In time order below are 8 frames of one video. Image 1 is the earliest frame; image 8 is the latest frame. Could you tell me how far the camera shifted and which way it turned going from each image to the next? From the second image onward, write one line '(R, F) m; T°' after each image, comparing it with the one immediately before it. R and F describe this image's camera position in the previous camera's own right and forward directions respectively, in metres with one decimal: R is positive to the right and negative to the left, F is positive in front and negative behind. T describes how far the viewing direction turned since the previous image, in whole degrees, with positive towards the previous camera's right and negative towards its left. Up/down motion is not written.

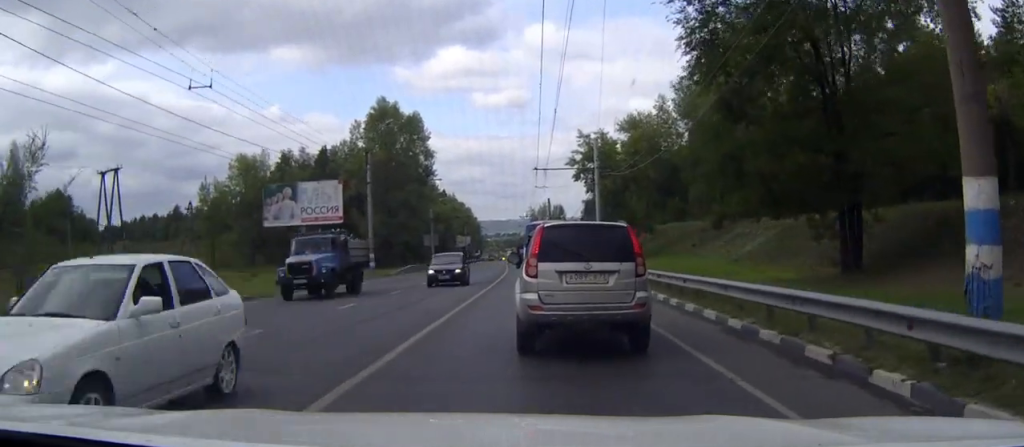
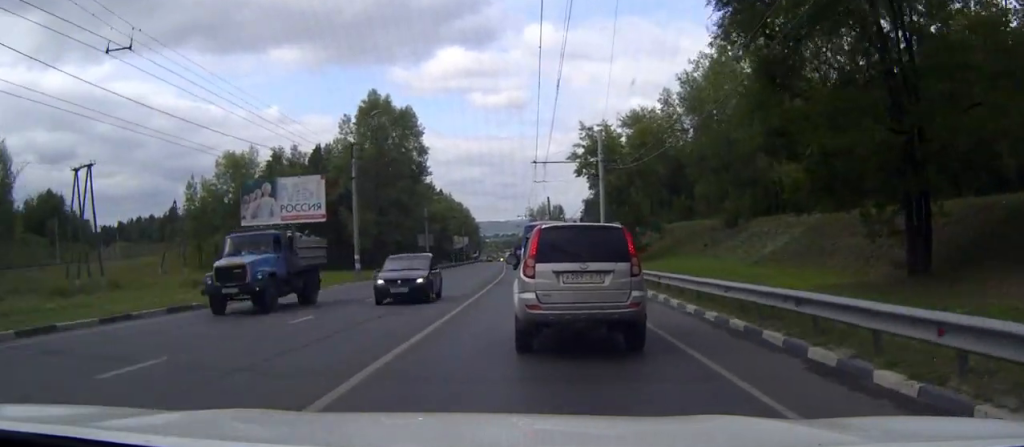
(0.0, +4.5) m; 0°
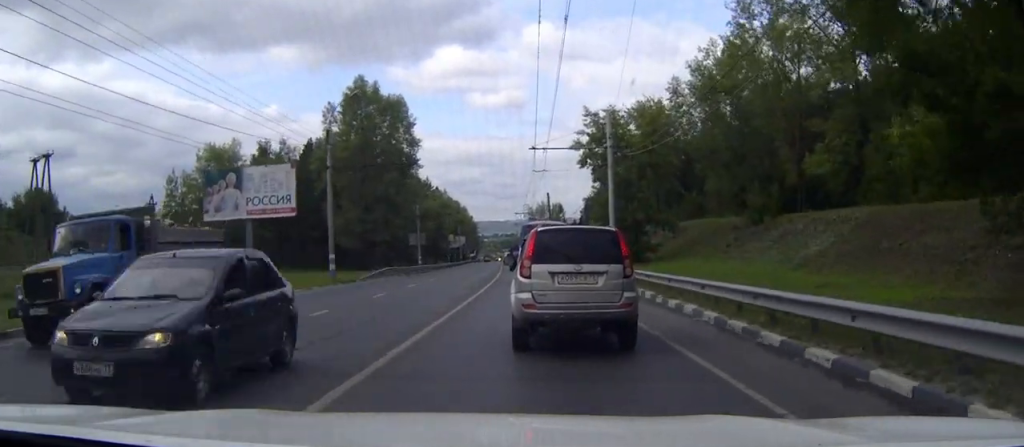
(0.0, +5.9) m; 0°
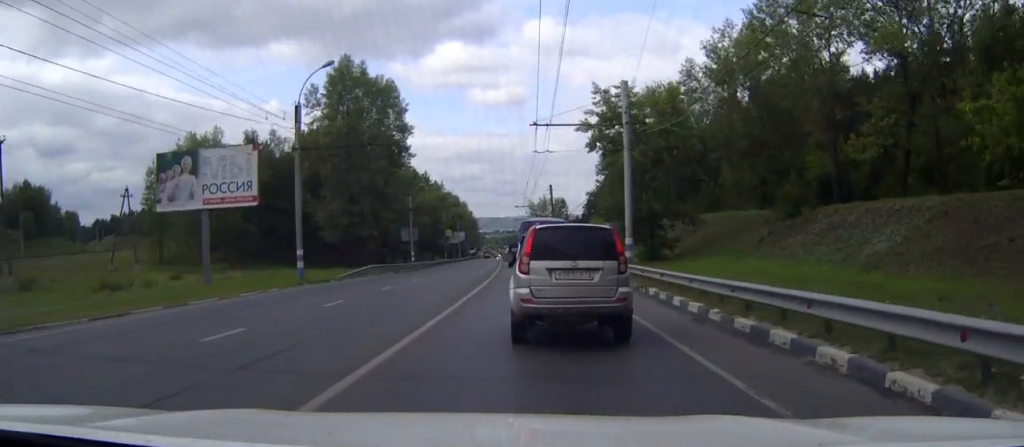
(0.0, +6.3) m; 0°
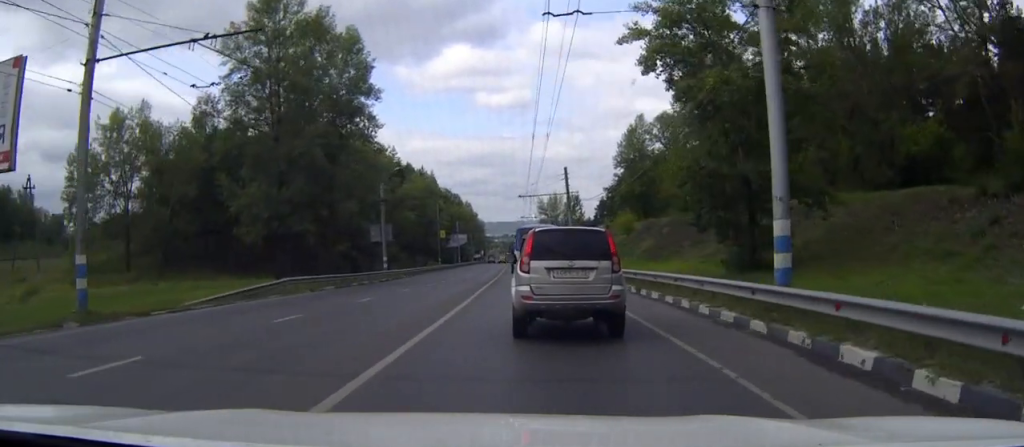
(-0.1, +20.1) m; 0°
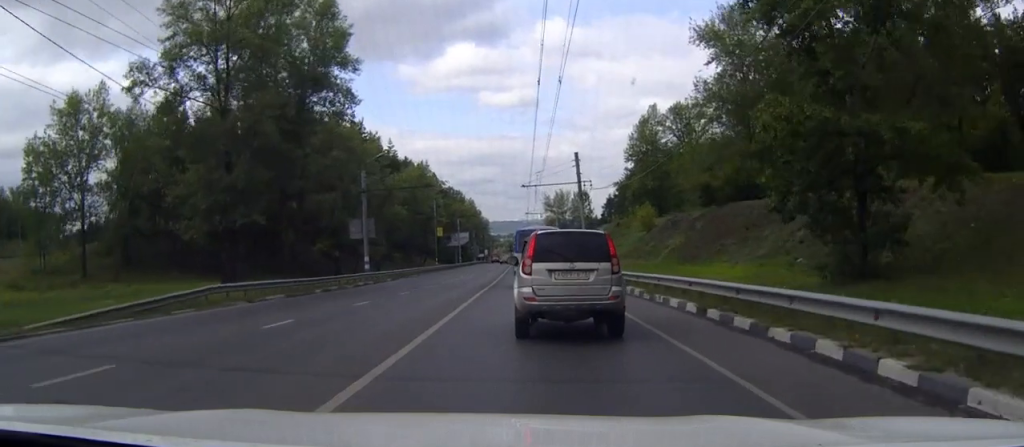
(0.0, +9.1) m; 0°
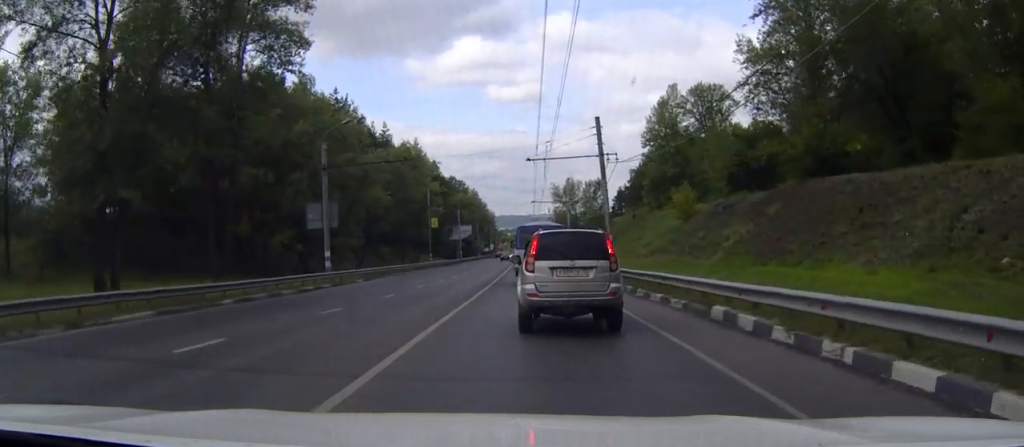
(-0.1, +12.6) m; -1°
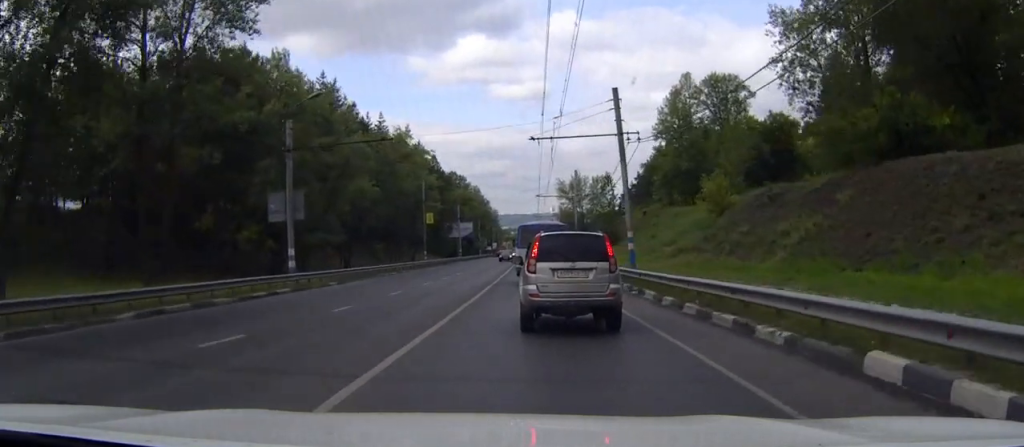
(0.0, +7.5) m; -1°
